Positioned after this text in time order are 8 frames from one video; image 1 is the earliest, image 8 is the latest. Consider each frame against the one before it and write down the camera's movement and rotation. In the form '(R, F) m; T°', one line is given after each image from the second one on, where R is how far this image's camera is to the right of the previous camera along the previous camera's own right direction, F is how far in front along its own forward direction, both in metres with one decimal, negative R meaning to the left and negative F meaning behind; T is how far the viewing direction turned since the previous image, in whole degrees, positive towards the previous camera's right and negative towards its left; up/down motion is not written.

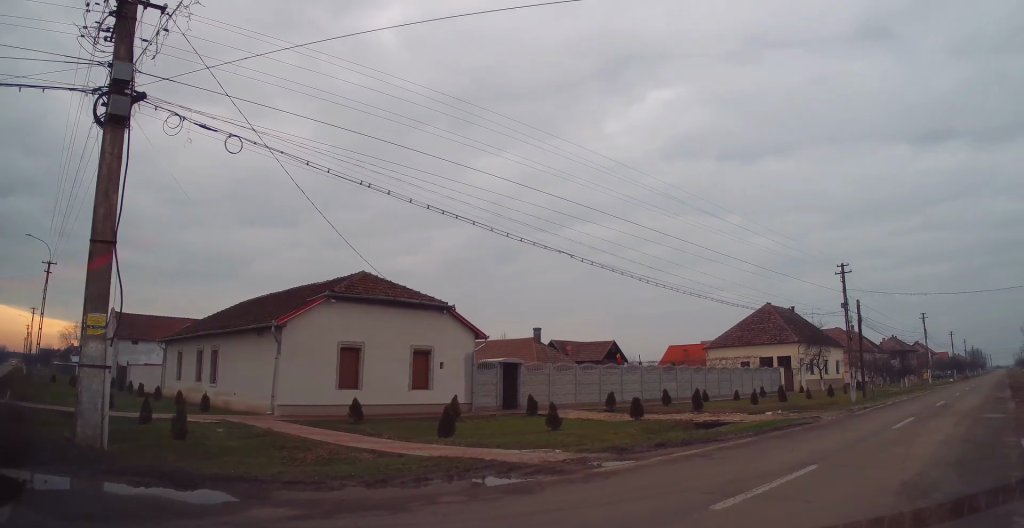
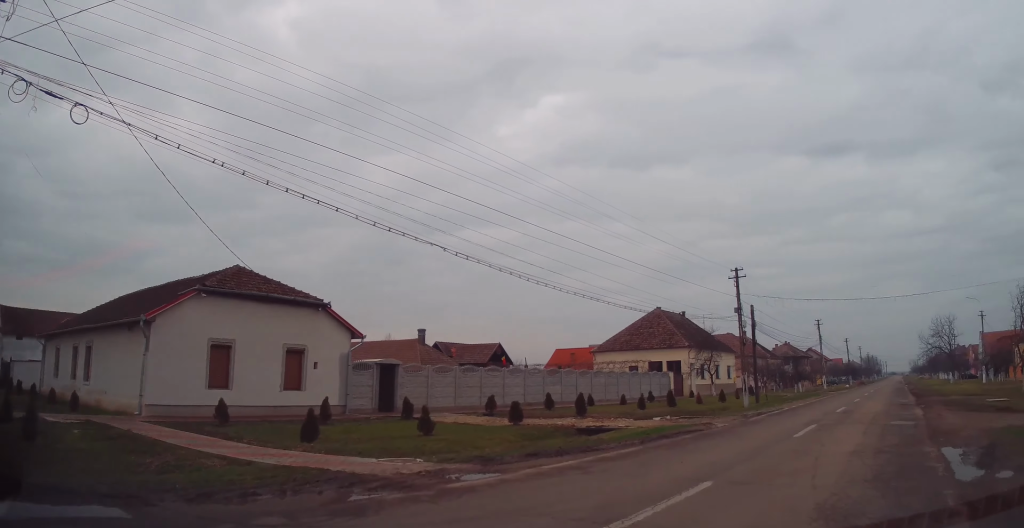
(-0.2, +0.9) m; +9°
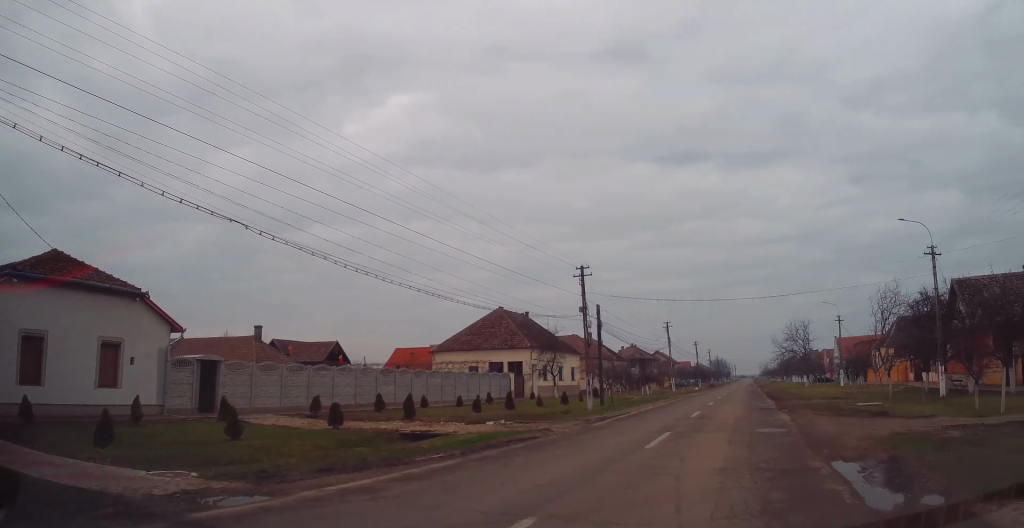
(+0.2, +1.5) m; +11°
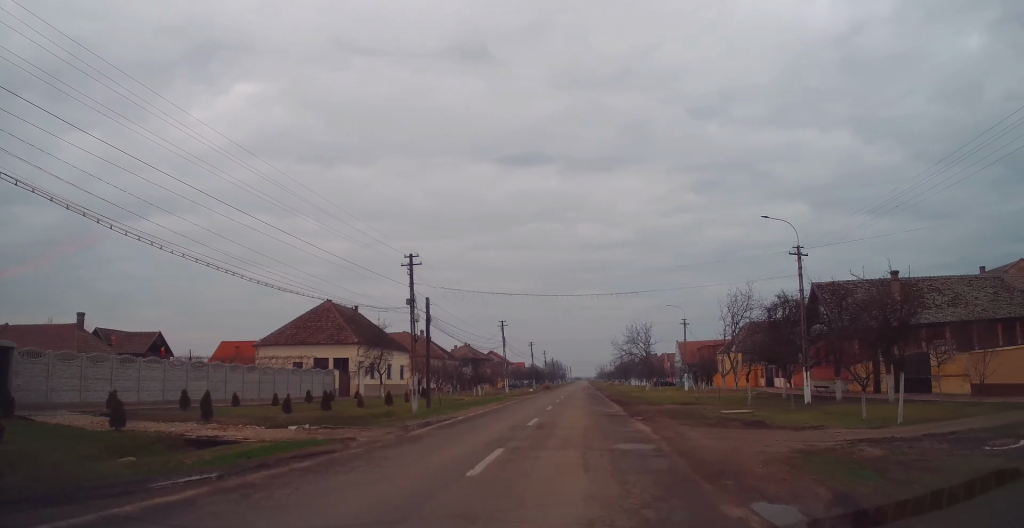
(+0.5, +2.5) m; +10°
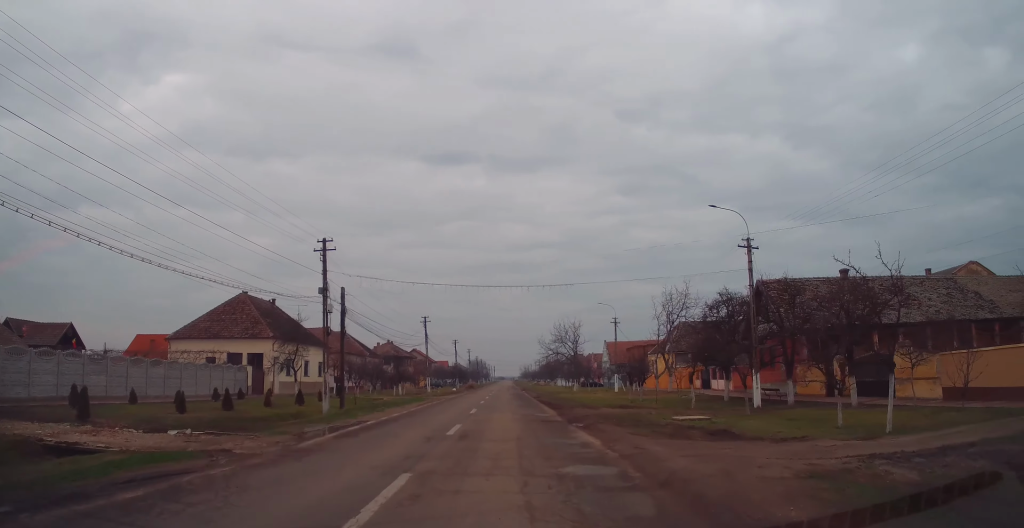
(-0.1, +2.6) m; 0°
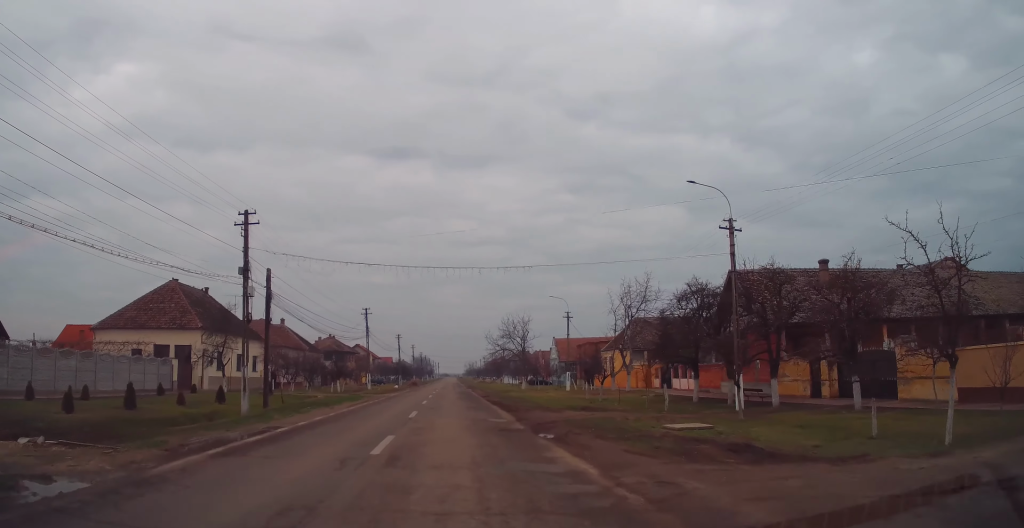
(0.0, +3.5) m; +1°
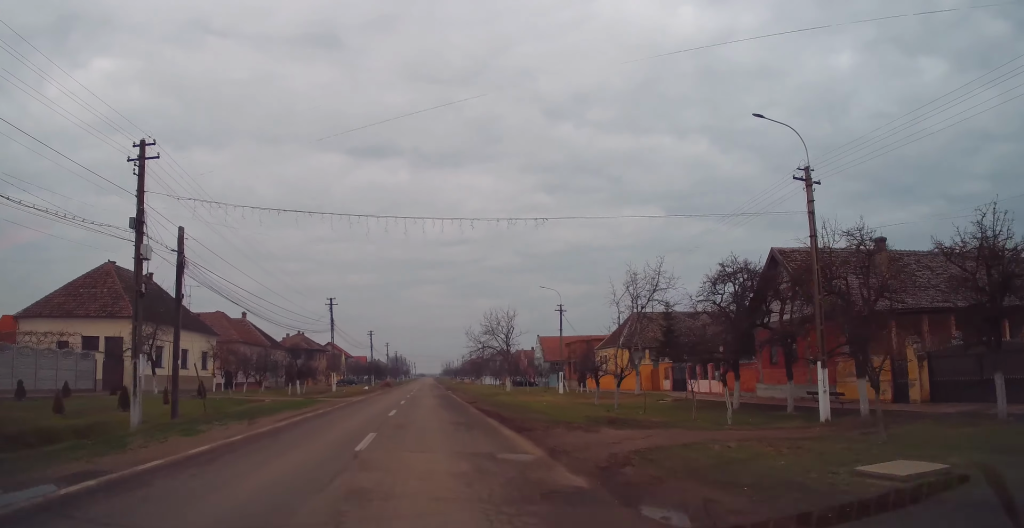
(+0.2, +7.0) m; +2°
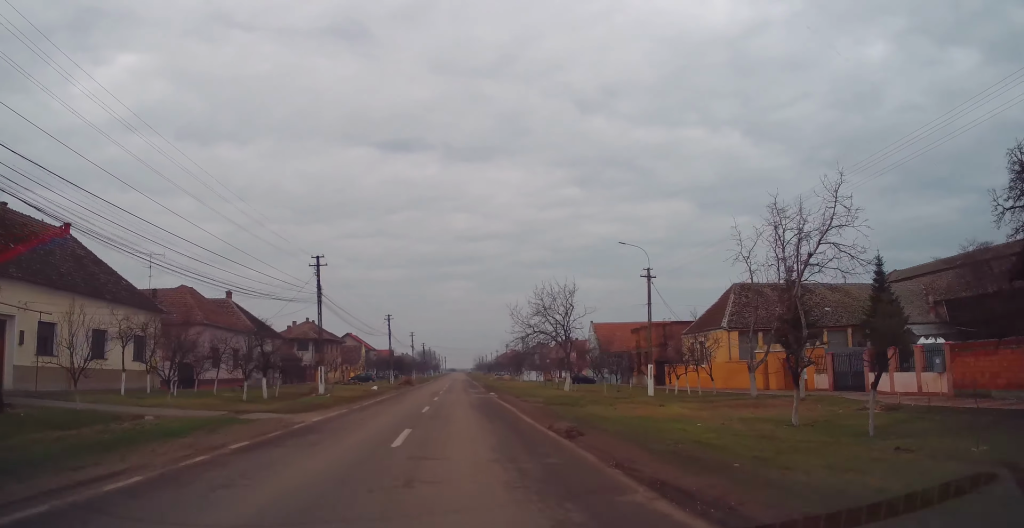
(-0.1, +16.3) m; +1°
